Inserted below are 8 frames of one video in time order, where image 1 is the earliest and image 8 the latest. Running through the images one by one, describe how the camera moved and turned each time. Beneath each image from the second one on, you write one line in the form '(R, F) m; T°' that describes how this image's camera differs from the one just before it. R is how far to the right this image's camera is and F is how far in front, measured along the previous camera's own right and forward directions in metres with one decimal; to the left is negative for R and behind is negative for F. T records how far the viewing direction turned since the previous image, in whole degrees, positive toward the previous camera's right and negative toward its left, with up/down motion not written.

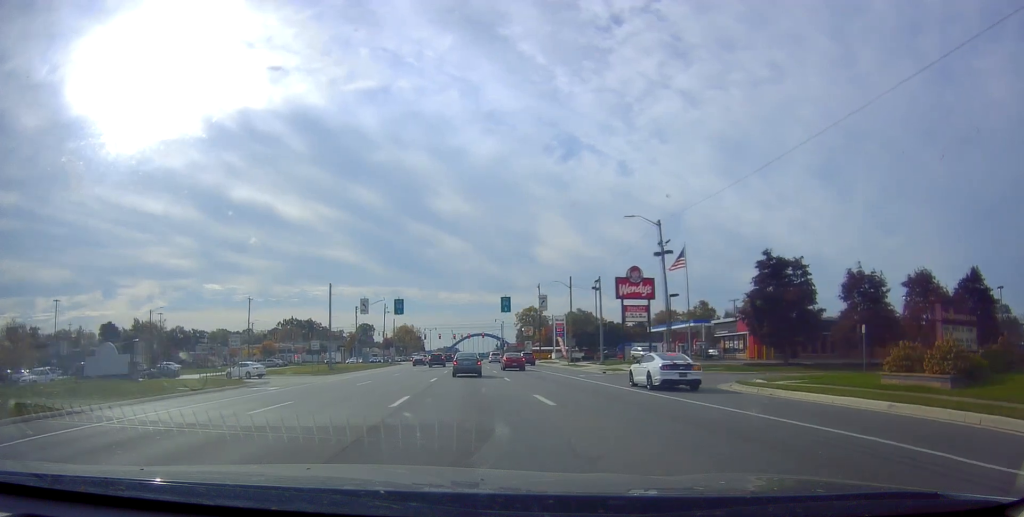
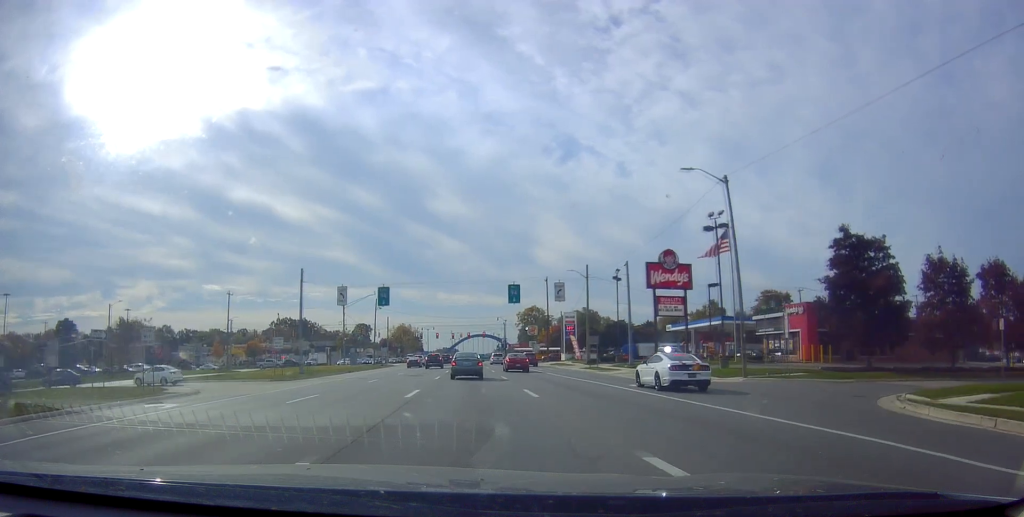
(-0.2, +11.6) m; +1°
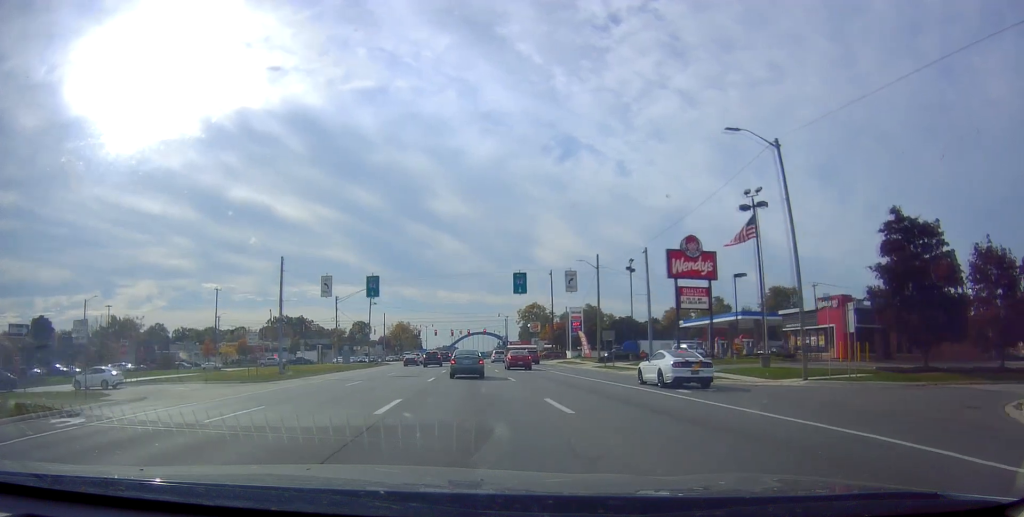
(+0.2, +5.9) m; +1°
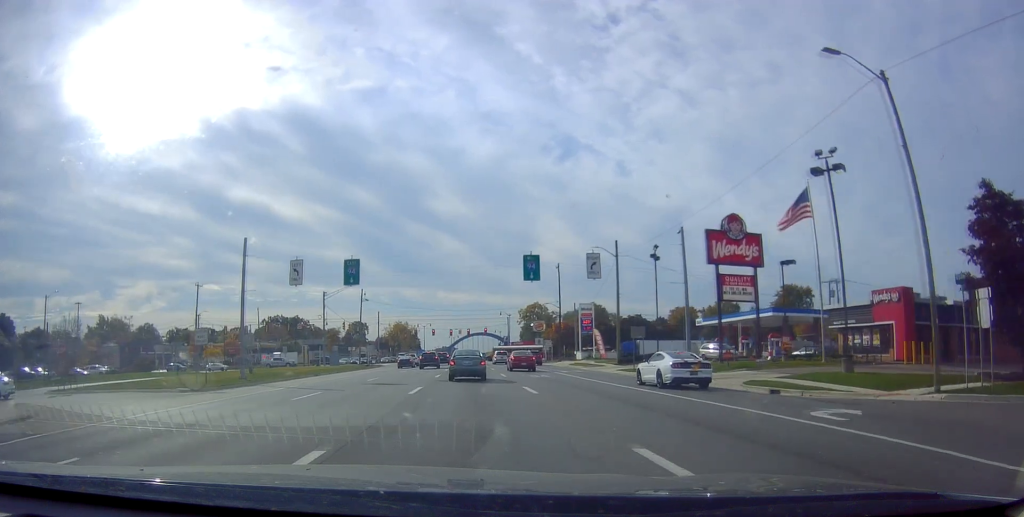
(+0.2, +8.7) m; +1°
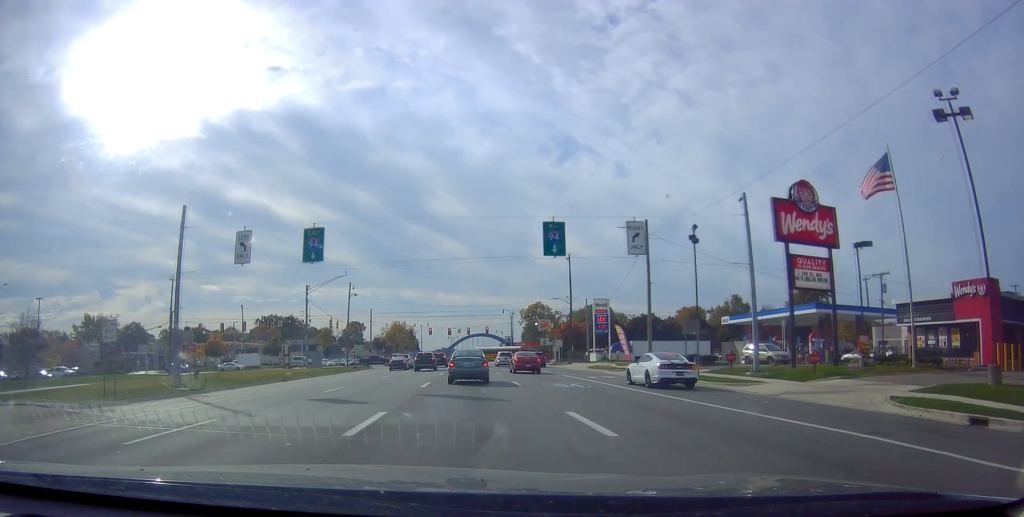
(0.0, +10.4) m; 0°
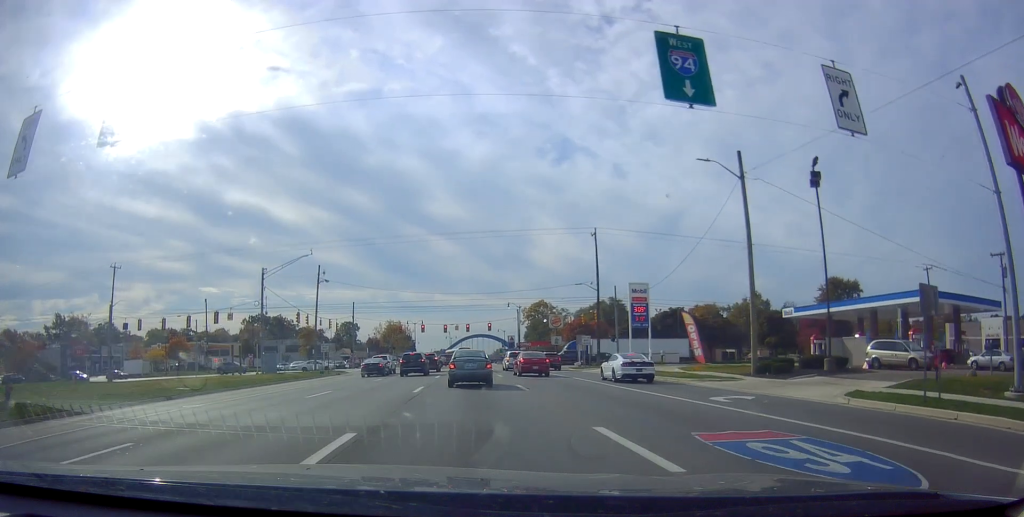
(0.0, +18.3) m; 0°
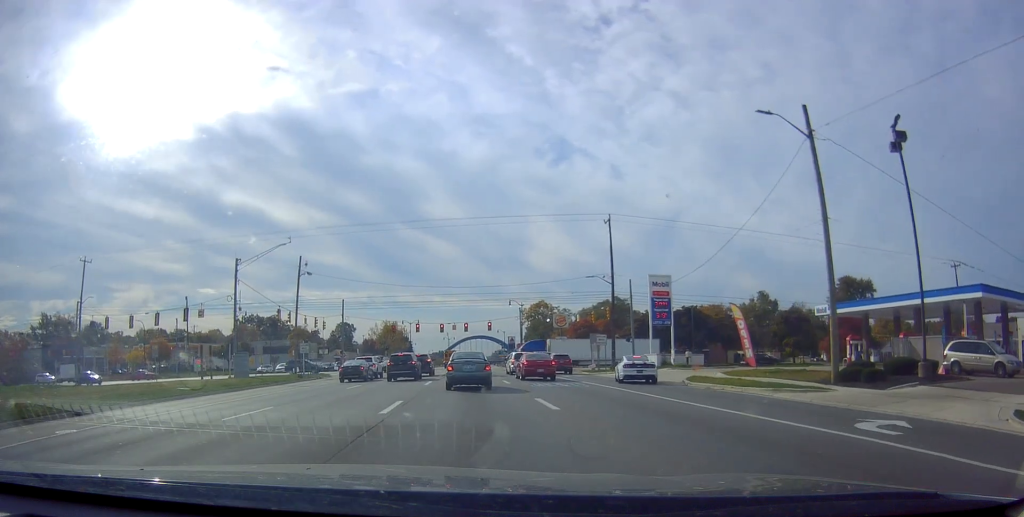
(0.0, +7.3) m; 0°
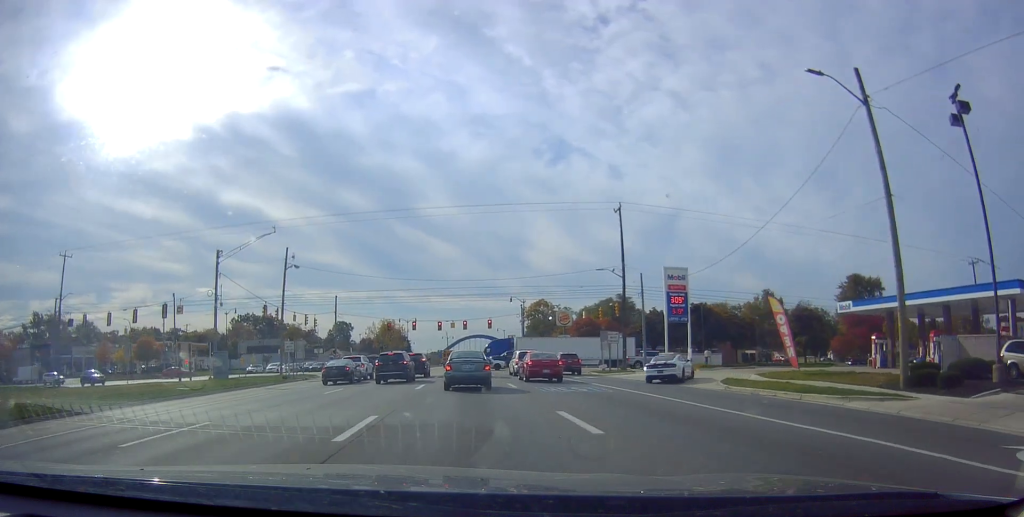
(0.0, +4.4) m; 0°
